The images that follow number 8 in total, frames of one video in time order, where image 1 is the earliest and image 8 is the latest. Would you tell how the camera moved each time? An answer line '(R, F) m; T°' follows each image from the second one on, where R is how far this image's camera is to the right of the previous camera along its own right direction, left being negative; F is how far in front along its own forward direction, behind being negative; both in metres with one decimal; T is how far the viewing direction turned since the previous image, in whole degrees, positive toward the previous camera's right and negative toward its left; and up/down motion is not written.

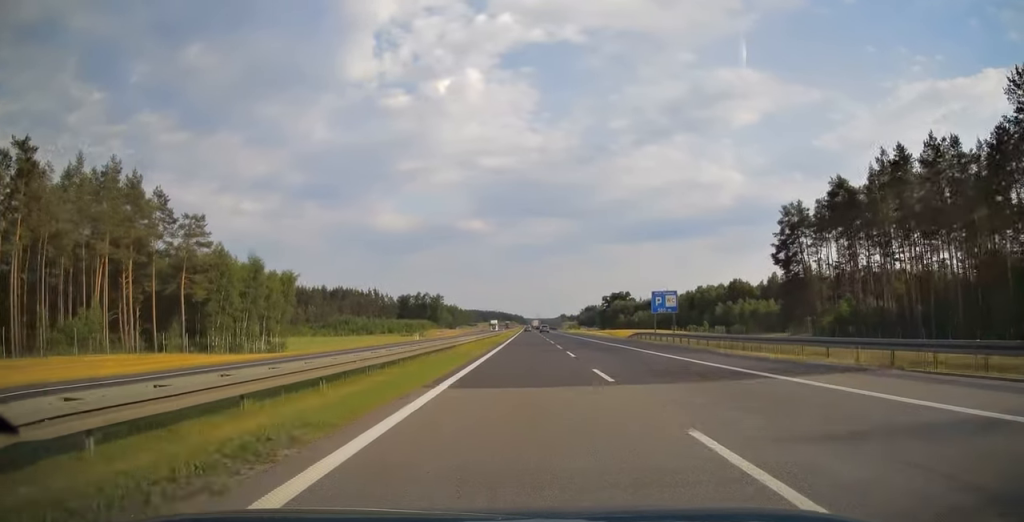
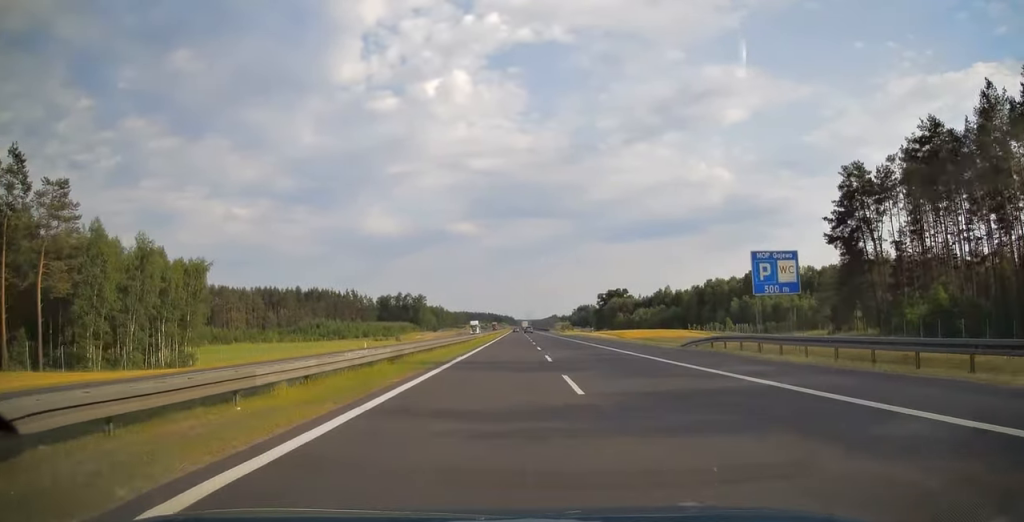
(0.0, +26.6) m; 0°
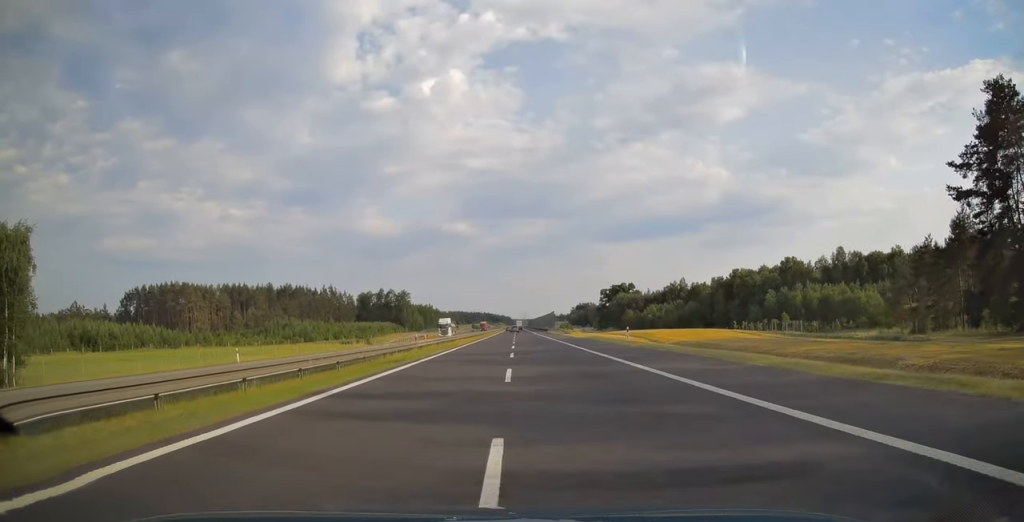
(+0.2, +32.8) m; +1°
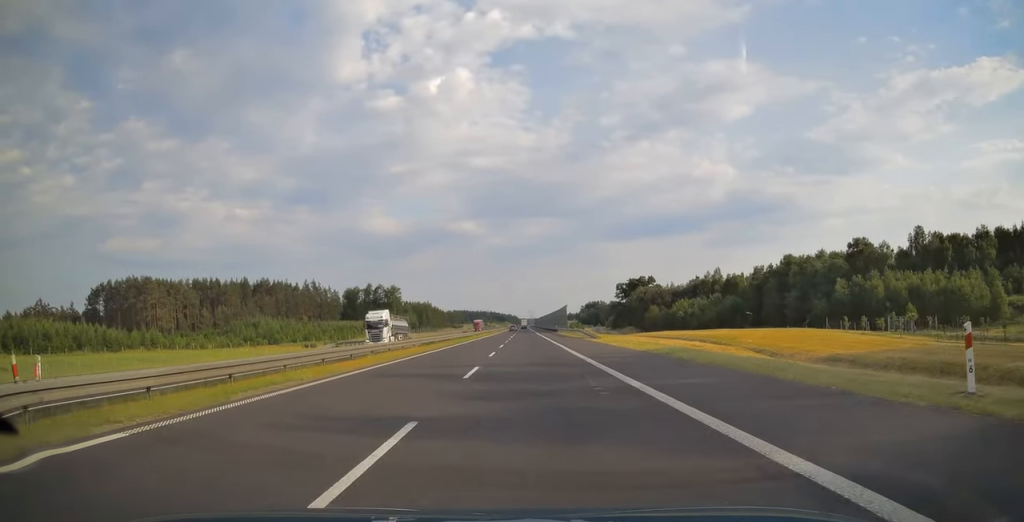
(+0.2, +34.8) m; 0°
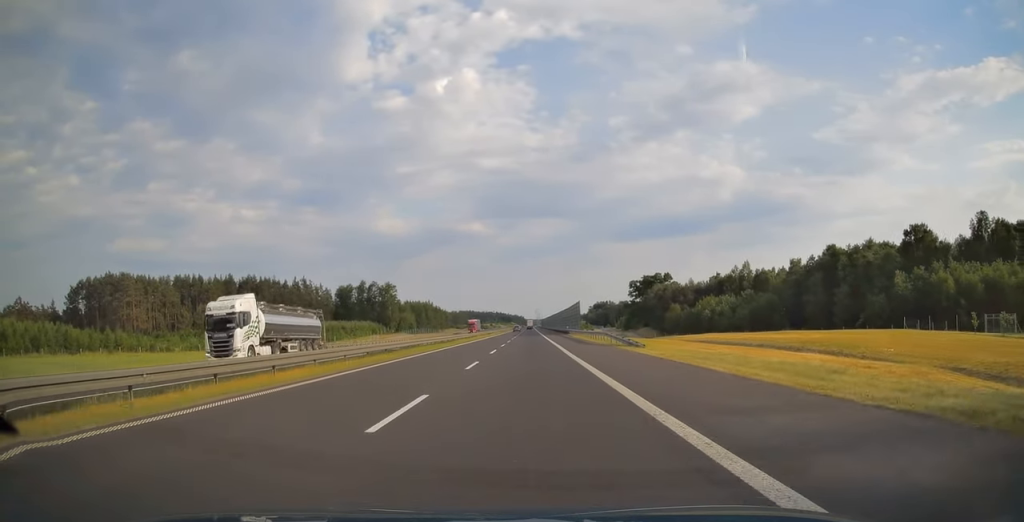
(0.0, +20.5) m; 0°
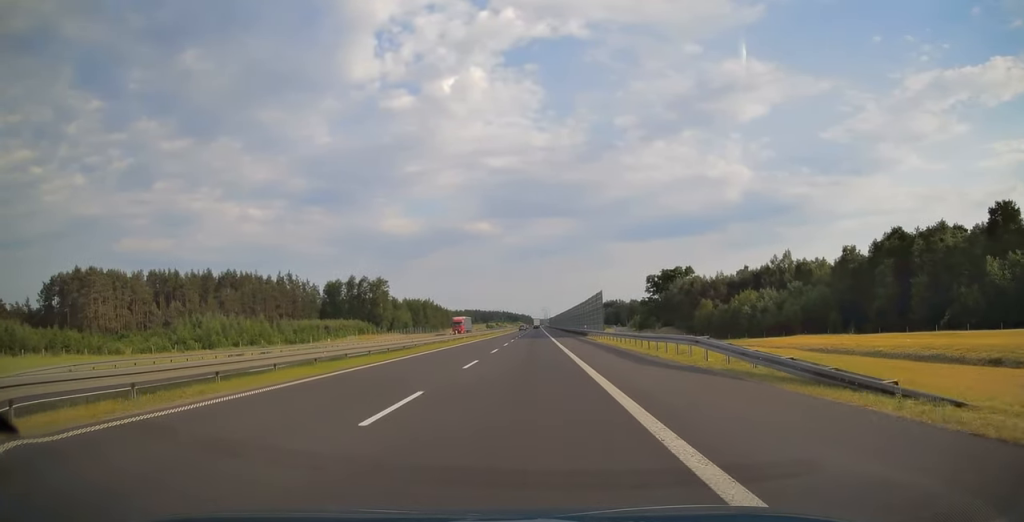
(0.0, +24.0) m; -1°
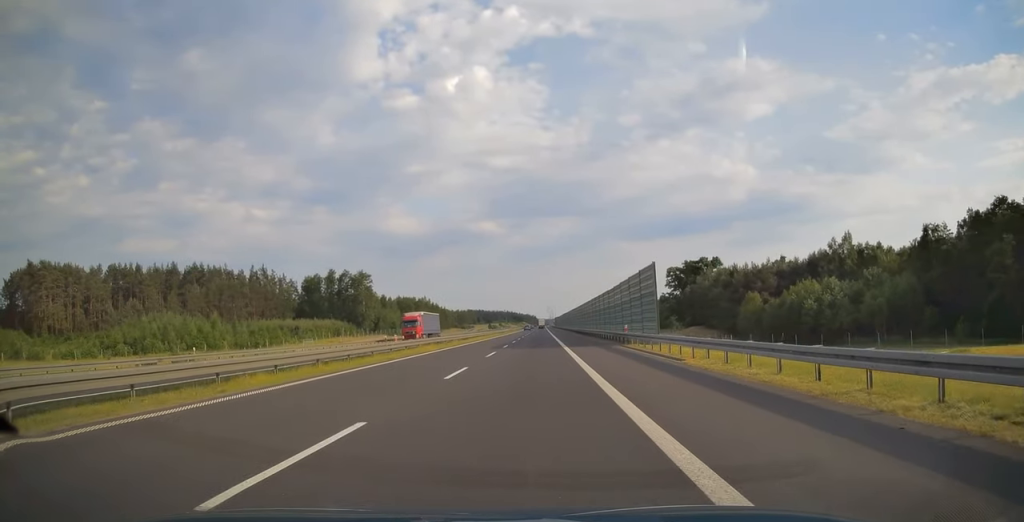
(-0.3, +28.3) m; -1°
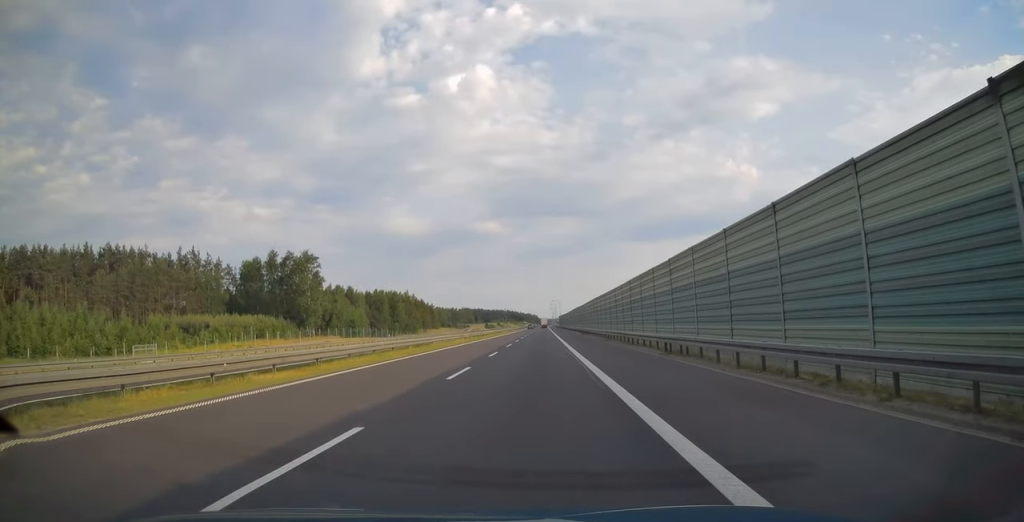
(-0.3, +48.8) m; -1°
